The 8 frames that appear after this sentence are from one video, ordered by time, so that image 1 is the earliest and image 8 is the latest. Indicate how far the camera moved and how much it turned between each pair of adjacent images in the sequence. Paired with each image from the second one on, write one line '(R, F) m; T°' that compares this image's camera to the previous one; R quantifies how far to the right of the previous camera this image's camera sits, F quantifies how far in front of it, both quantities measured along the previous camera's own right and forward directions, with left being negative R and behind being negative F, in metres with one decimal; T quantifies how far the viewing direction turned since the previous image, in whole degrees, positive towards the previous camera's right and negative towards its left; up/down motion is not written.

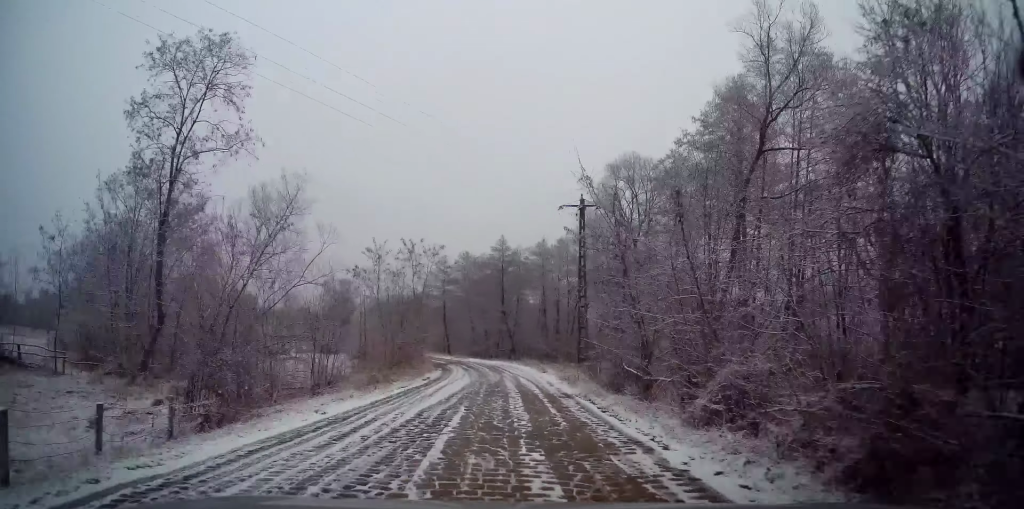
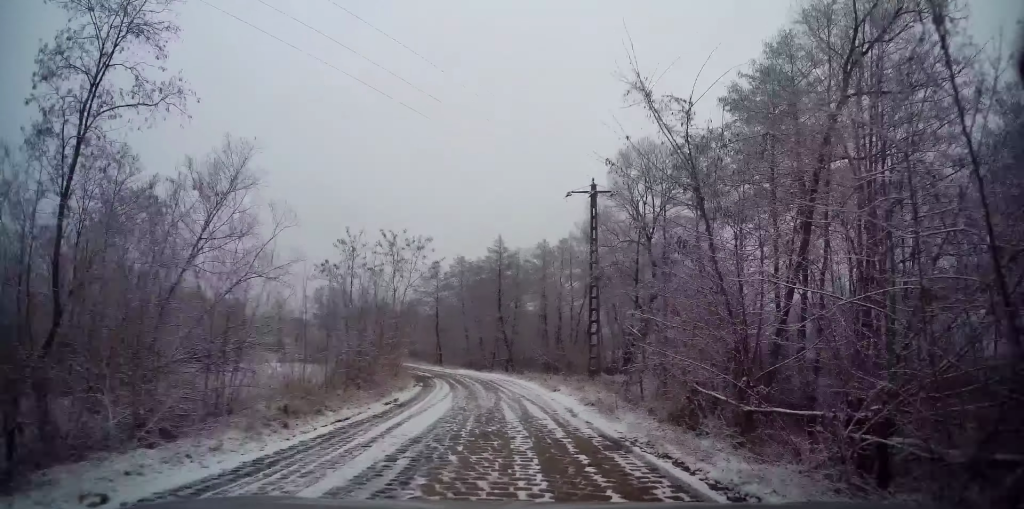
(0.0, +5.9) m; -1°
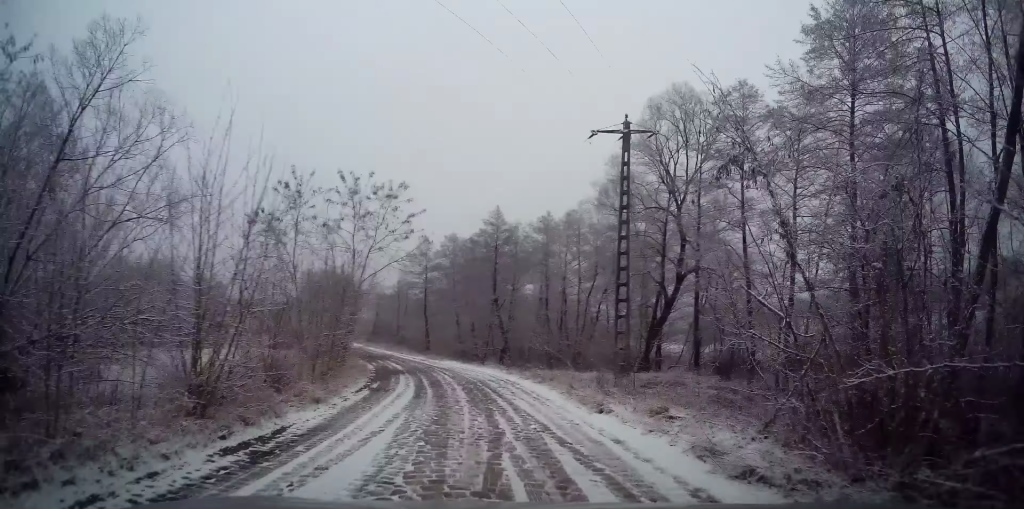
(-0.2, +8.3) m; -2°
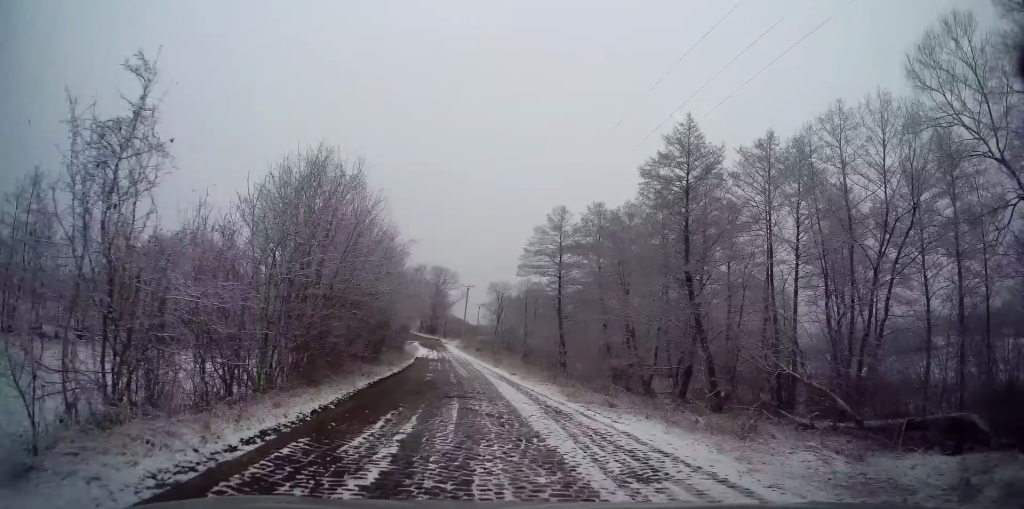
(-1.4, +25.5) m; -9°
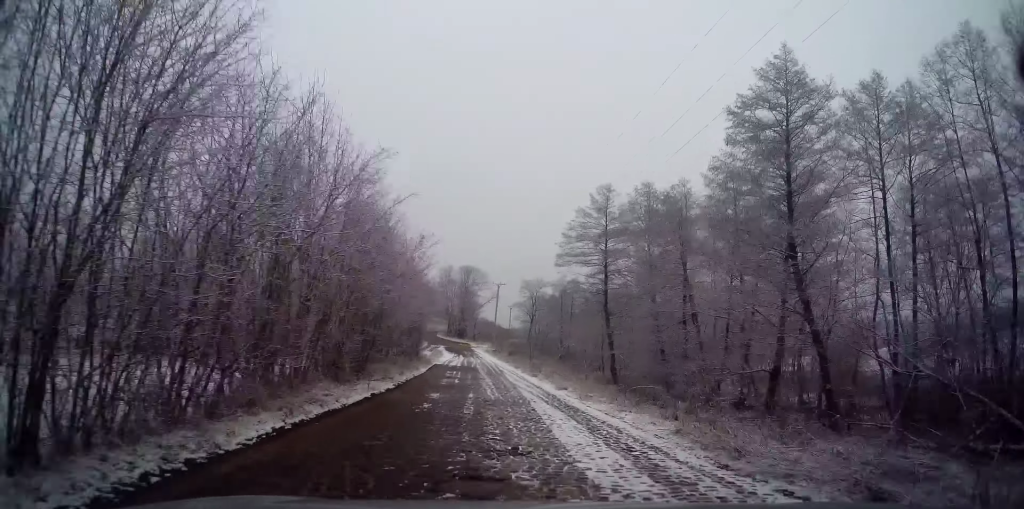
(-0.3, +8.4) m; -3°
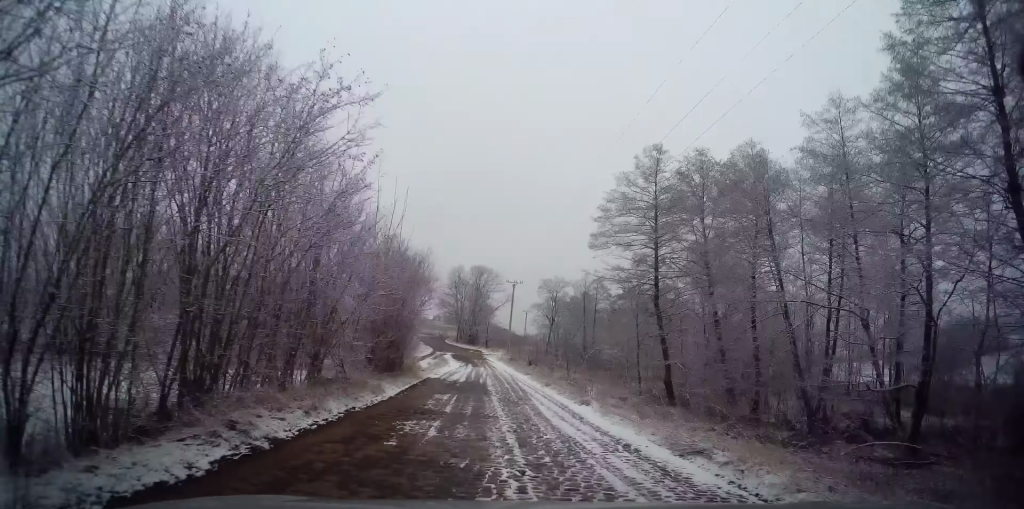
(-0.5, +11.1) m; -2°
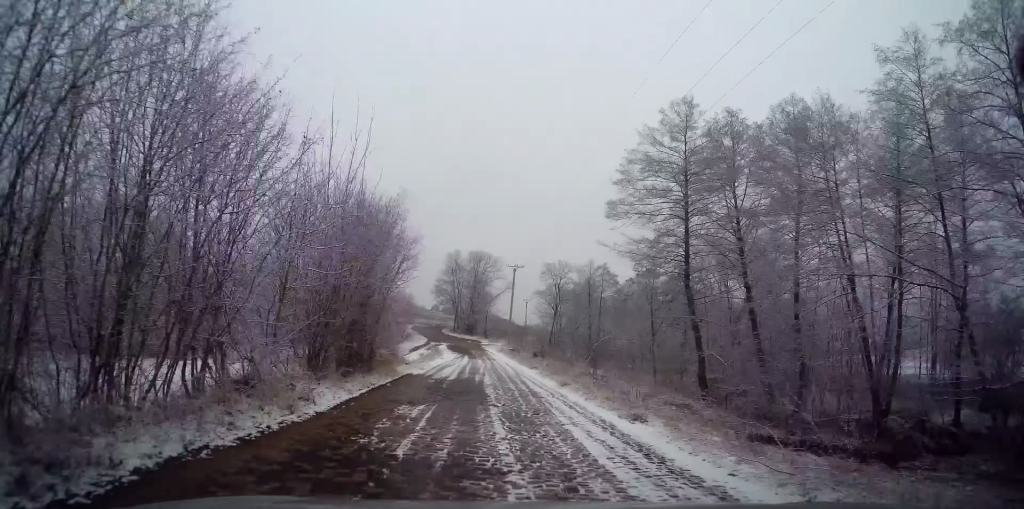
(-0.1, +5.9) m; -1°
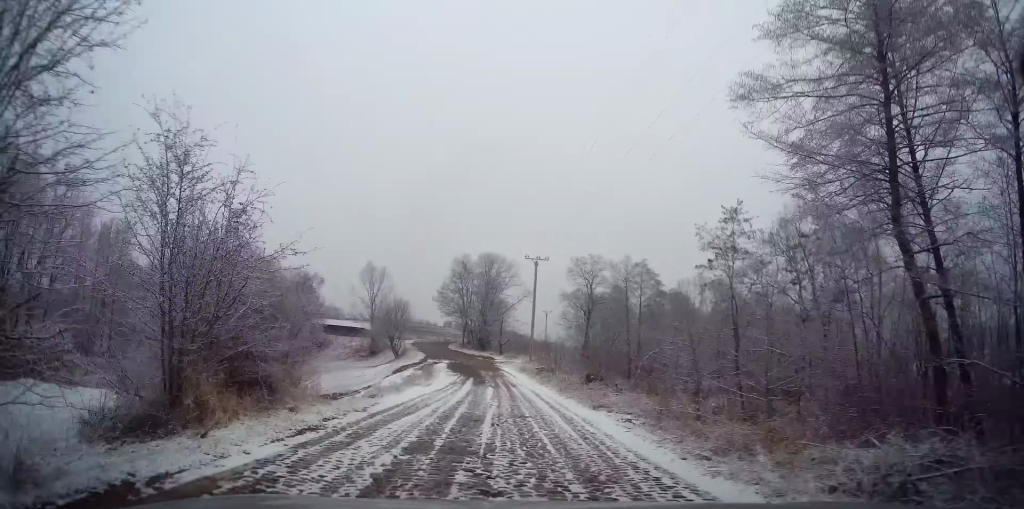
(-0.1, +16.0) m; 0°
